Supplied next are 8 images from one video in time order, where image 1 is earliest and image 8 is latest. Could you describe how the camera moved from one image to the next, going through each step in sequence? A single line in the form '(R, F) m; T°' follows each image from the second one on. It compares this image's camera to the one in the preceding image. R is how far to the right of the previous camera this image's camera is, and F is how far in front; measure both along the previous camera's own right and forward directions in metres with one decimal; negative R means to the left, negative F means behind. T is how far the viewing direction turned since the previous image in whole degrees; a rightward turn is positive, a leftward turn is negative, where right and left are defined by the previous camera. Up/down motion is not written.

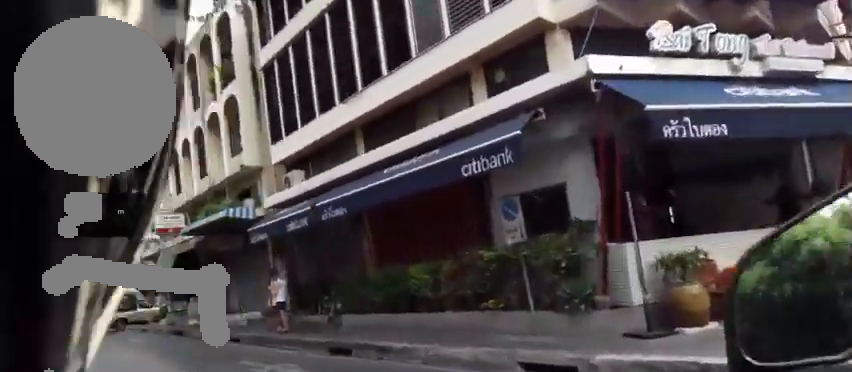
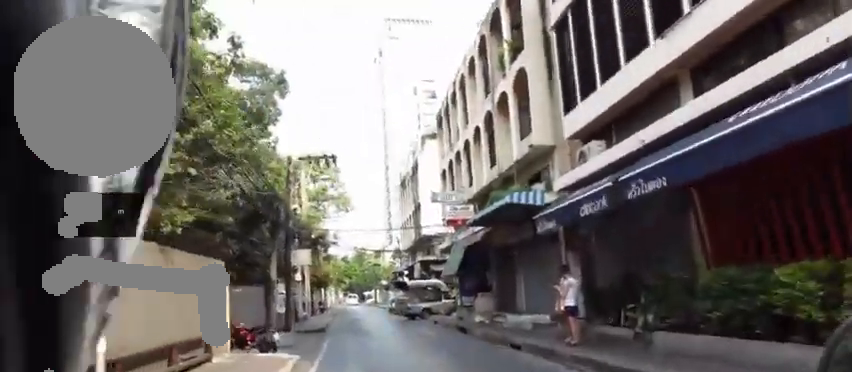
(-0.3, +1.9) m; -17°
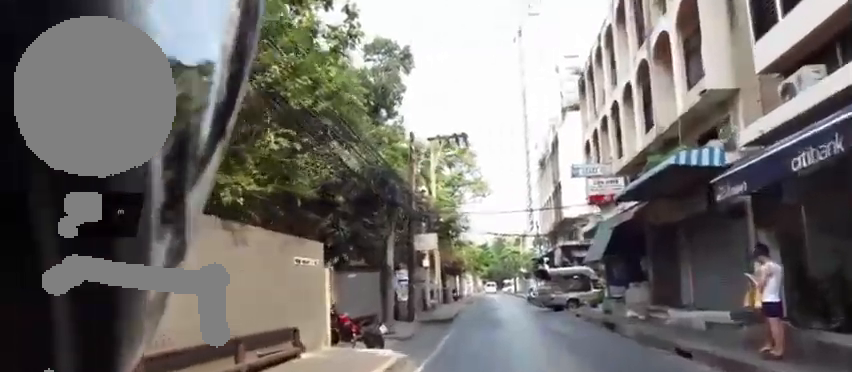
(0.0, +1.2) m; -10°
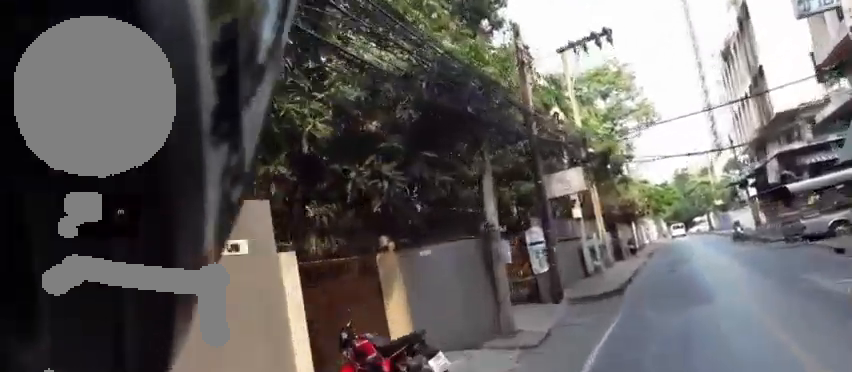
(-0.6, +3.8) m; -17°
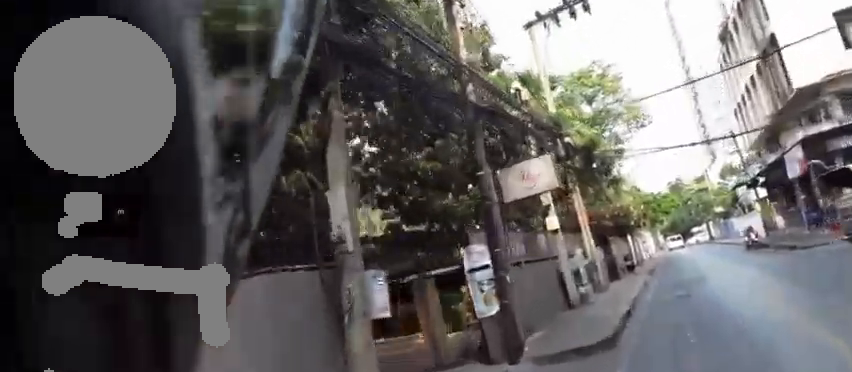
(-0.2, +3.1) m; -6°
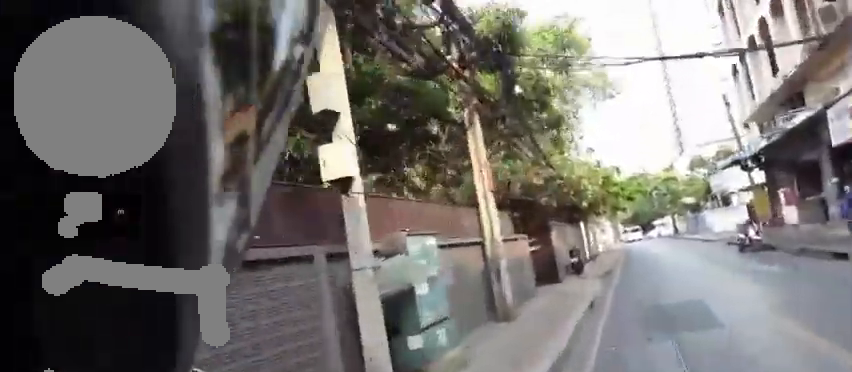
(-0.4, +6.0) m; -5°
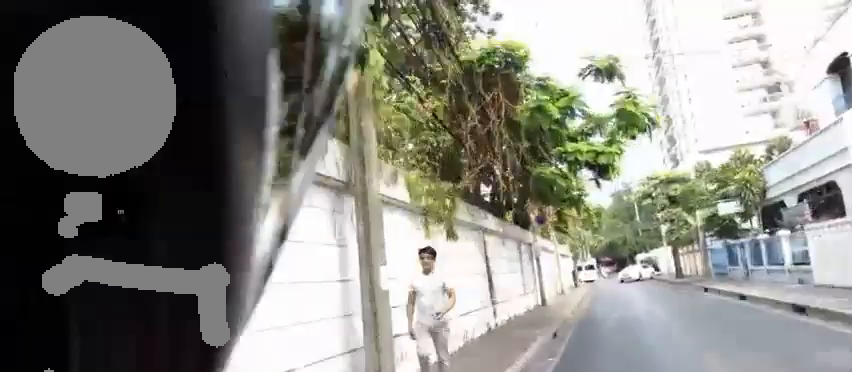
(-0.5, +21.4) m; -1°
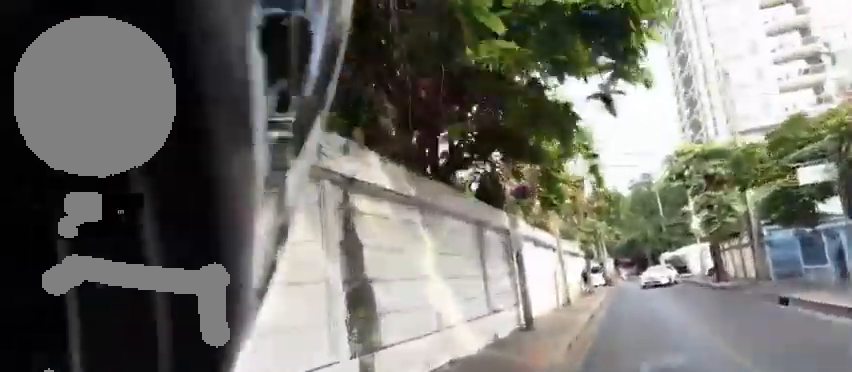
(0.0, +7.1) m; 0°
